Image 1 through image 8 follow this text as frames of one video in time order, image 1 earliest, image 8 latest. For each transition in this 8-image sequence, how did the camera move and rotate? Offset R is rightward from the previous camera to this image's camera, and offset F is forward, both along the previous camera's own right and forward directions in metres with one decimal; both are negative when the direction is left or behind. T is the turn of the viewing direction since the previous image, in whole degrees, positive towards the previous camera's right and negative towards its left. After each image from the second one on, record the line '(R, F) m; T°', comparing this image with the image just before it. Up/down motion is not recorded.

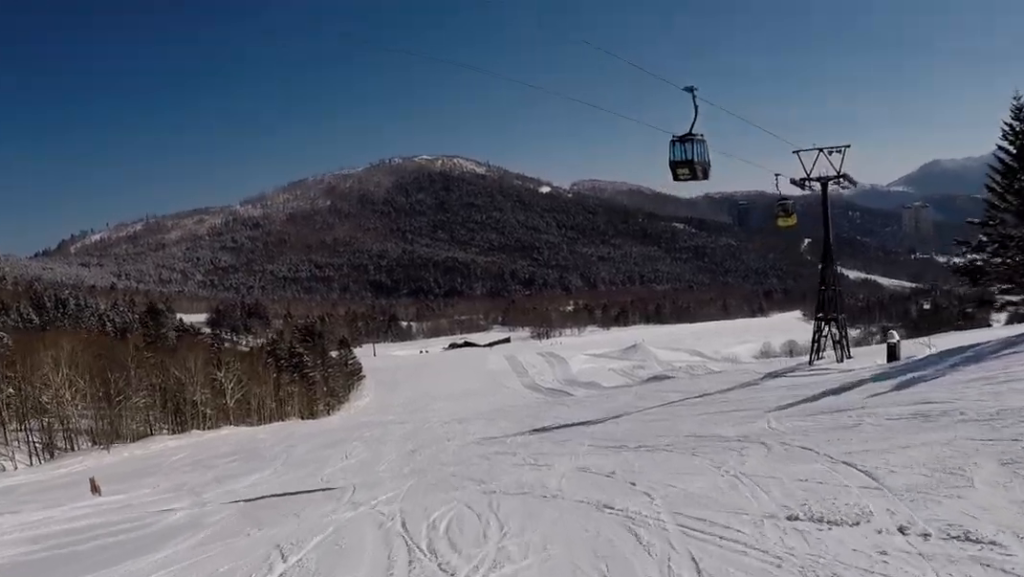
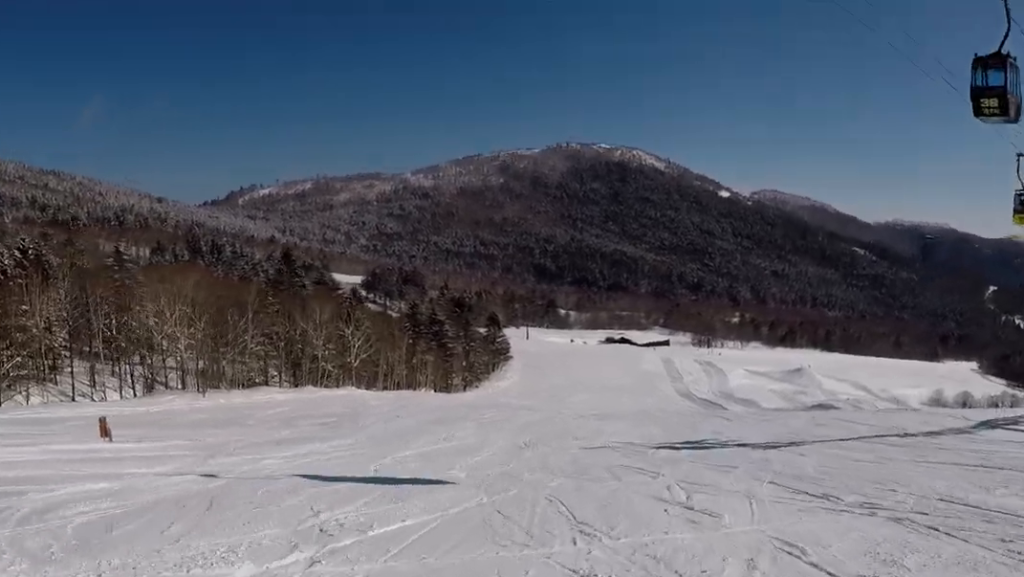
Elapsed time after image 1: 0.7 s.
(0.0, +8.7) m; -1°
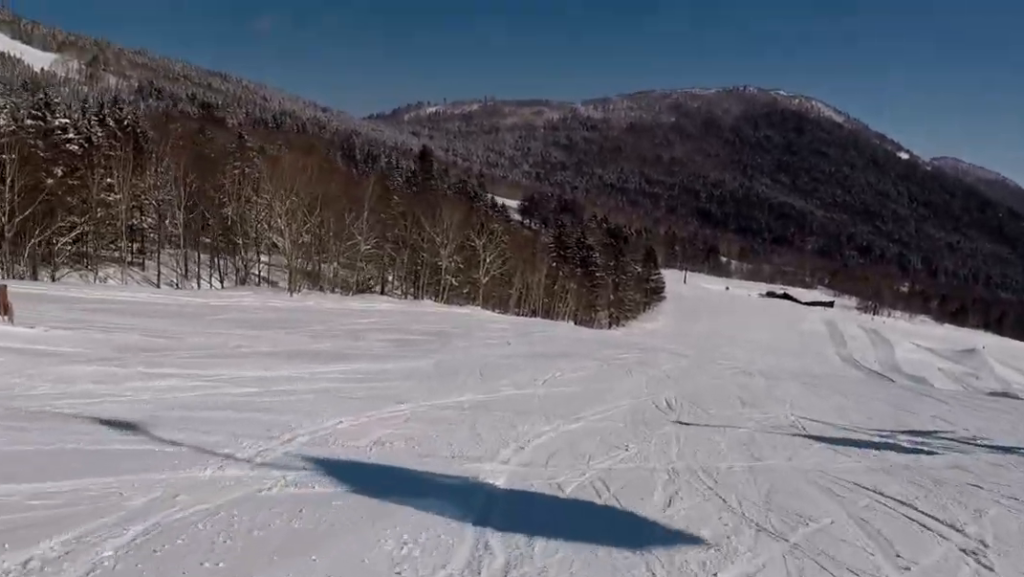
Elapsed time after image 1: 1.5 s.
(+0.2, +11.1) m; -5°
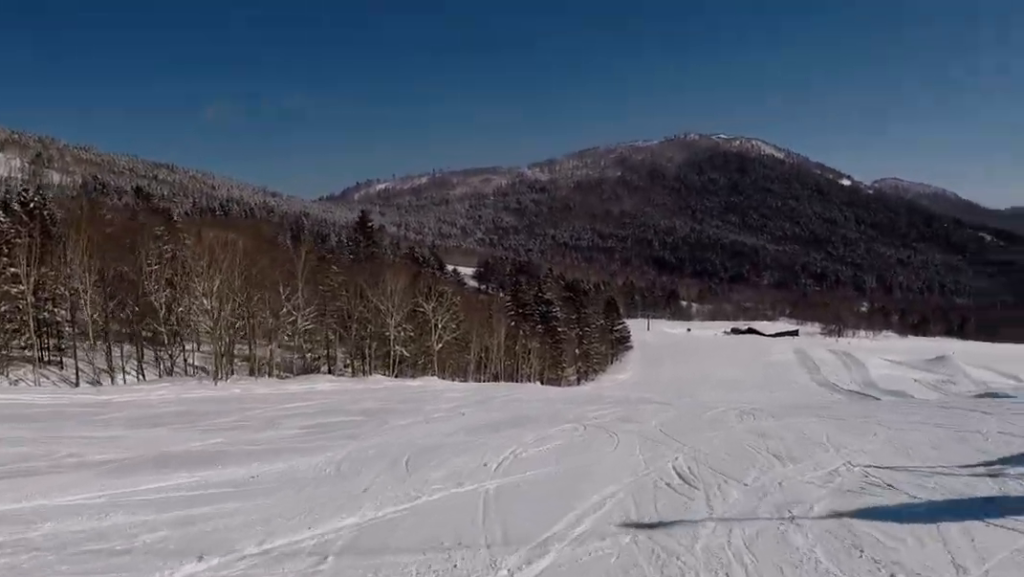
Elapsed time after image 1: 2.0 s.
(-0.8, +6.4) m; 0°
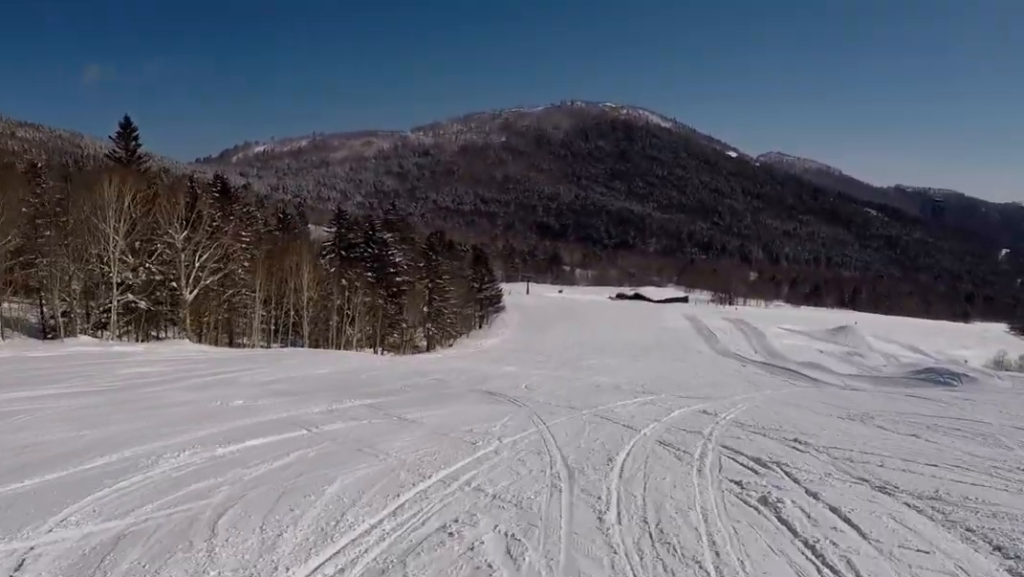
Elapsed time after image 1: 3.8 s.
(+0.7, +23.8) m; +2°
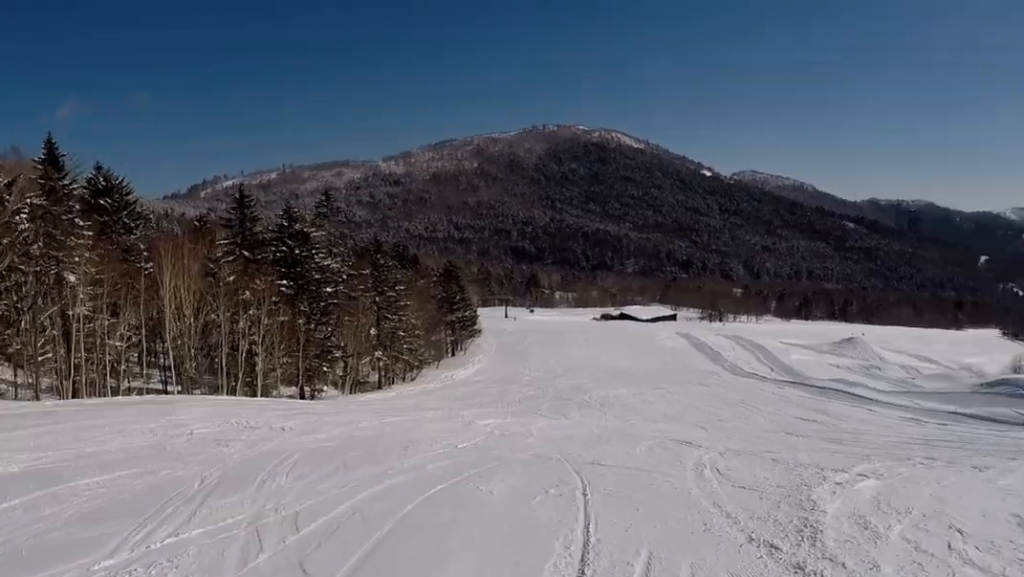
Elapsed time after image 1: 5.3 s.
(+0.3, +21.5) m; 0°
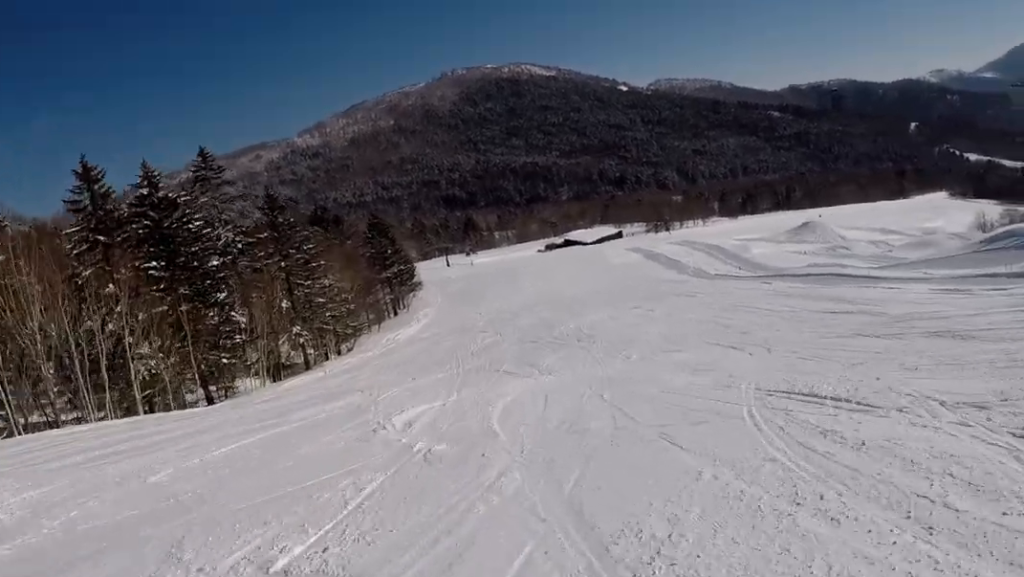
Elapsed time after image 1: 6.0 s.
(-0.6, +10.8) m; 0°
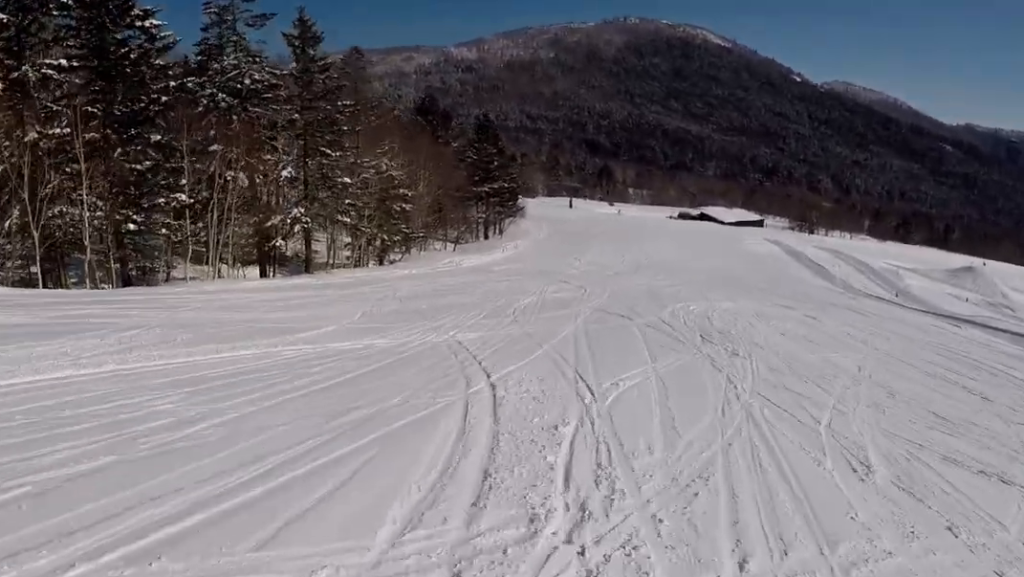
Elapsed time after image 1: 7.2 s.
(+0.5, +16.8) m; 0°
